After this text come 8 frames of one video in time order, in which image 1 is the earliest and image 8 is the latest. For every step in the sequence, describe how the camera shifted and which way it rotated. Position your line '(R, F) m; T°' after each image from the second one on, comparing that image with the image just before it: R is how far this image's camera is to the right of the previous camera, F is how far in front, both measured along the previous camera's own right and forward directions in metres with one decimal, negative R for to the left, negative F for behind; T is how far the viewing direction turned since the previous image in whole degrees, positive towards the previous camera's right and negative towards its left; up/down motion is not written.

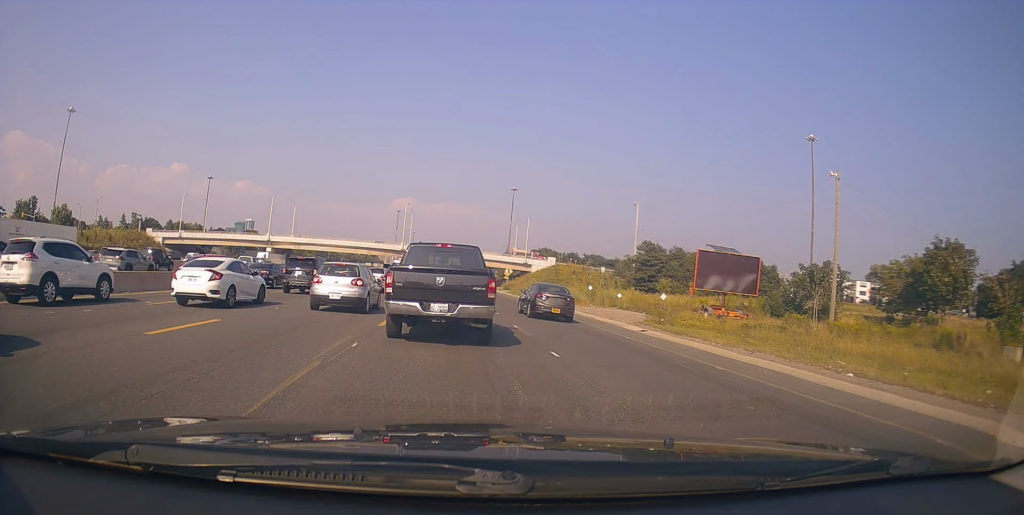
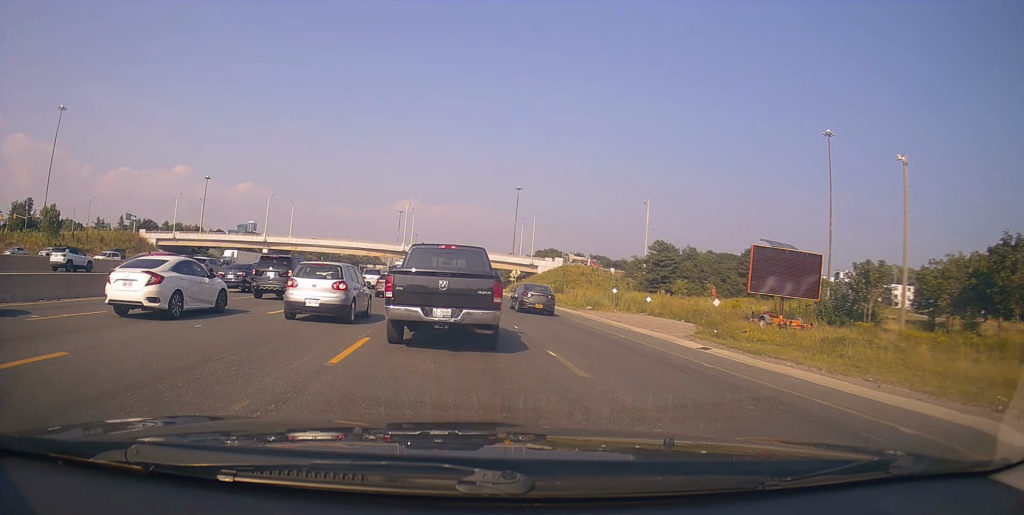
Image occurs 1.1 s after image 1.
(+0.1, +6.8) m; +2°
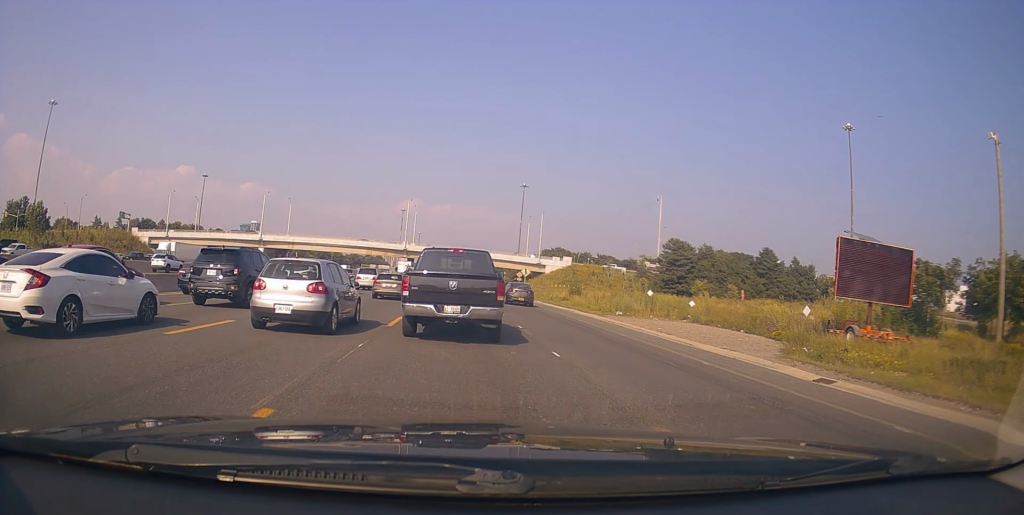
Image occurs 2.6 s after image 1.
(+0.3, +6.9) m; -1°
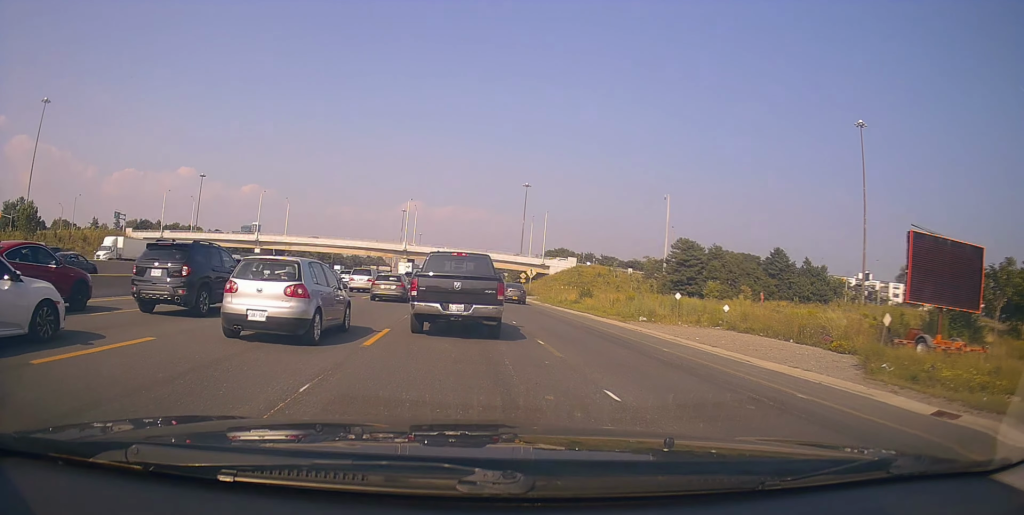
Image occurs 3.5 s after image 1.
(-0.3, +3.5) m; -2°
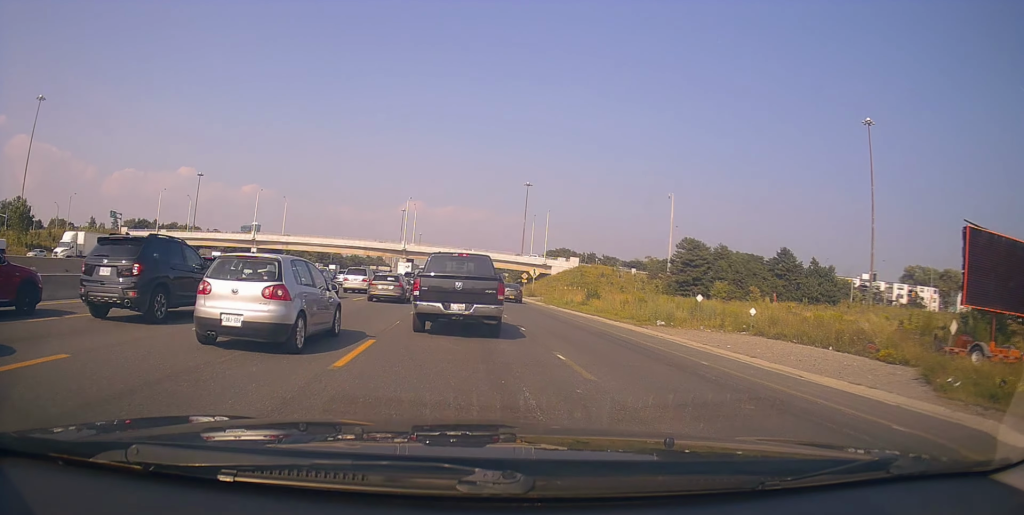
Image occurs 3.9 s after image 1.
(0.0, +2.2) m; 0°
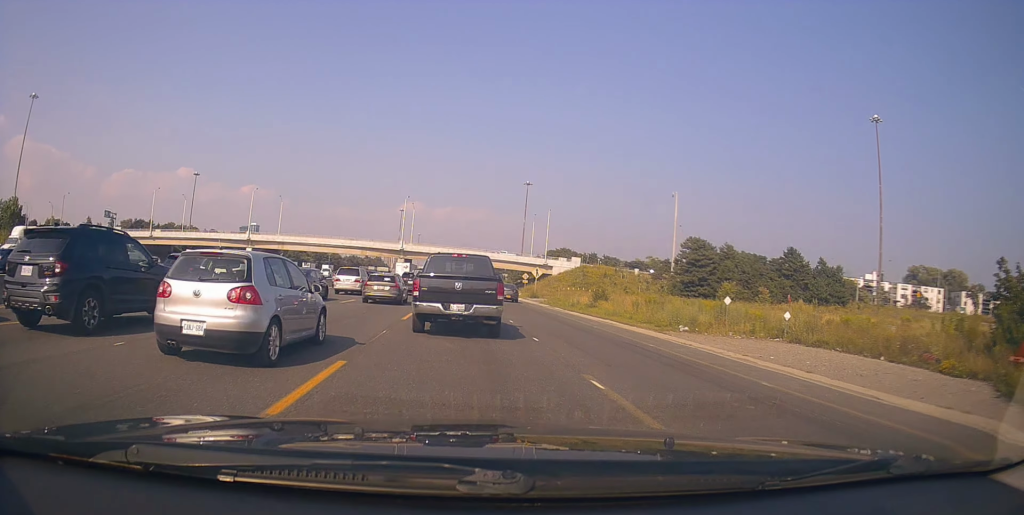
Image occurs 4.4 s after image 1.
(+0.1, +2.4) m; +1°
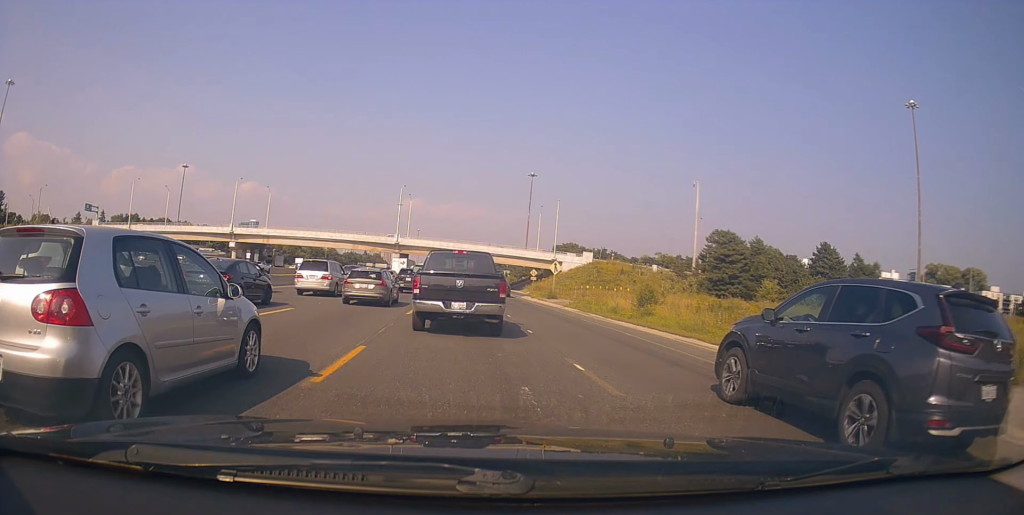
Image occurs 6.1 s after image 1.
(0.0, +10.3) m; 0°
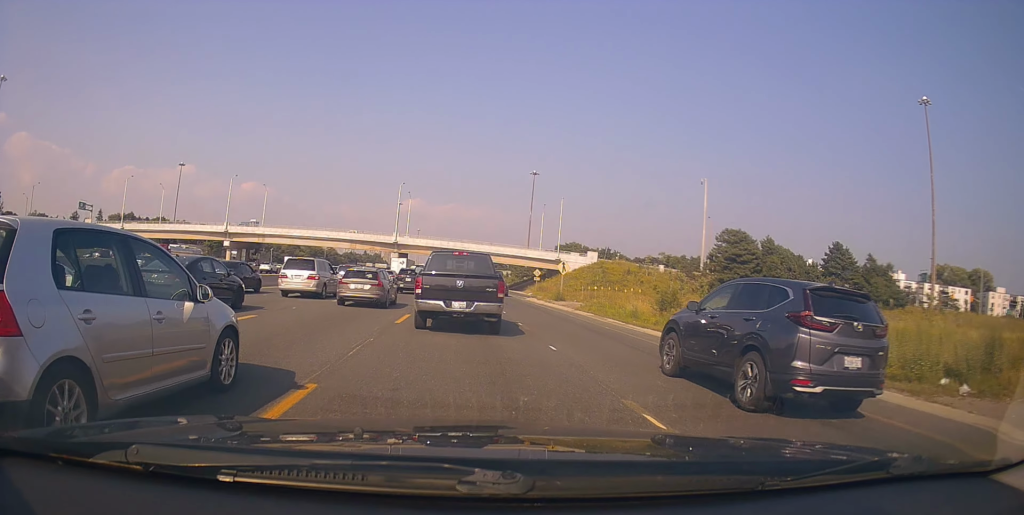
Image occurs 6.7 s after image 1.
(+0.1, +3.5) m; 0°
